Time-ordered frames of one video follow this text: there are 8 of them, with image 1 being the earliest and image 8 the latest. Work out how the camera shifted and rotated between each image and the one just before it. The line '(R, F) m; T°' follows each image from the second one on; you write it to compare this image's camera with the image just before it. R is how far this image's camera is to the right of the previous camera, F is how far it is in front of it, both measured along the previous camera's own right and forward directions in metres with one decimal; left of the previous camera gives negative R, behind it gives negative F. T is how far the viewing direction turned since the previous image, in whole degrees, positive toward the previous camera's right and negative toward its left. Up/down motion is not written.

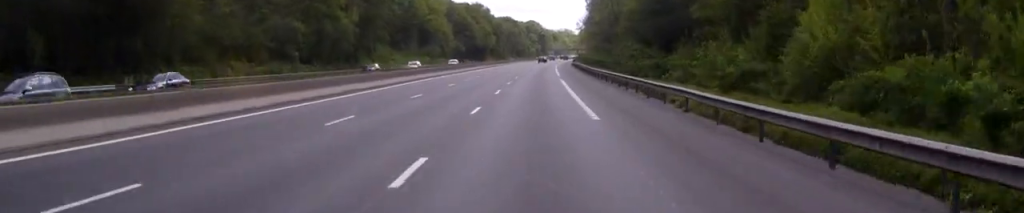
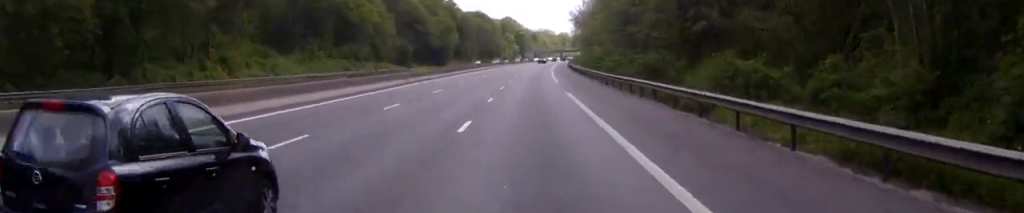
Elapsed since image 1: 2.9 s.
(+1.2, +70.1) m; +2°
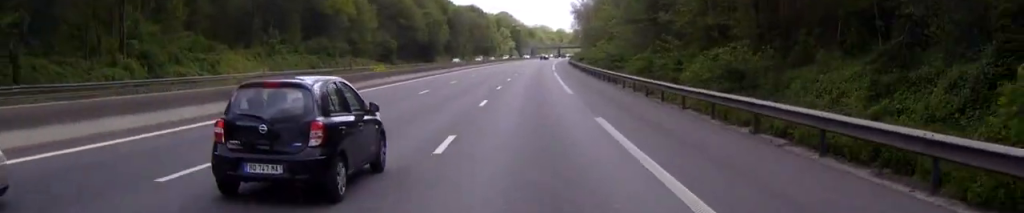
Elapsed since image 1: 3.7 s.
(0.0, +17.5) m; 0°
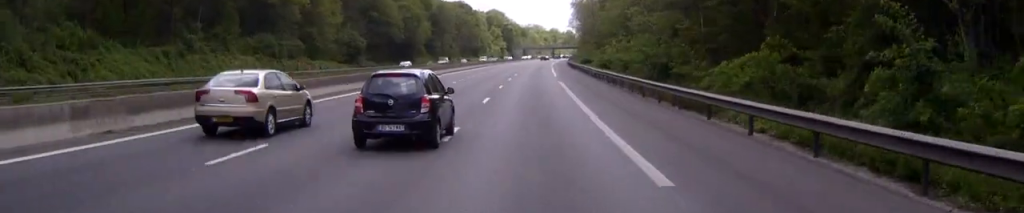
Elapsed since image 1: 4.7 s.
(+0.1, +23.9) m; +1°
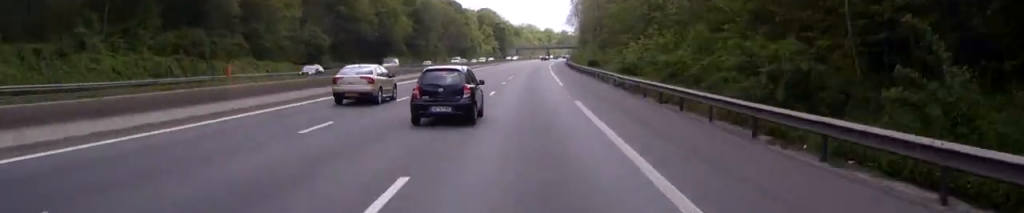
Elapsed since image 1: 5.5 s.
(+0.2, +20.7) m; 0°
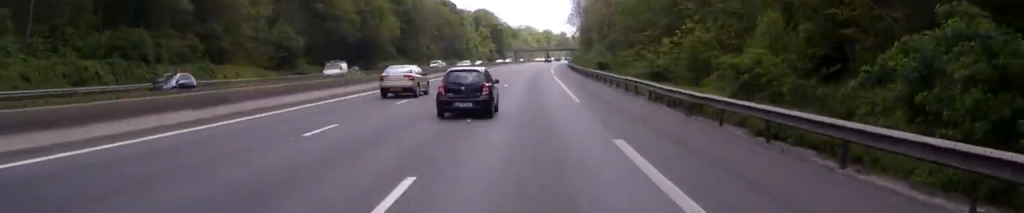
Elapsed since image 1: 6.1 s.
(0.0, +12.8) m; 0°
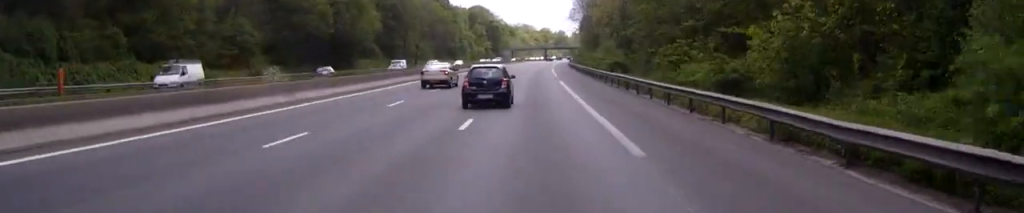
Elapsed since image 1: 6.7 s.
(-0.1, +16.0) m; 0°
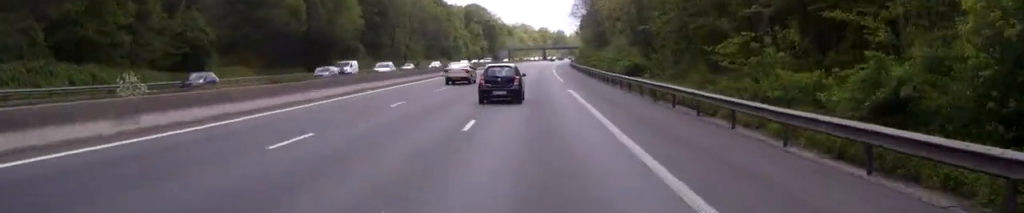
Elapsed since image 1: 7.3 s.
(+0.1, +12.8) m; 0°
